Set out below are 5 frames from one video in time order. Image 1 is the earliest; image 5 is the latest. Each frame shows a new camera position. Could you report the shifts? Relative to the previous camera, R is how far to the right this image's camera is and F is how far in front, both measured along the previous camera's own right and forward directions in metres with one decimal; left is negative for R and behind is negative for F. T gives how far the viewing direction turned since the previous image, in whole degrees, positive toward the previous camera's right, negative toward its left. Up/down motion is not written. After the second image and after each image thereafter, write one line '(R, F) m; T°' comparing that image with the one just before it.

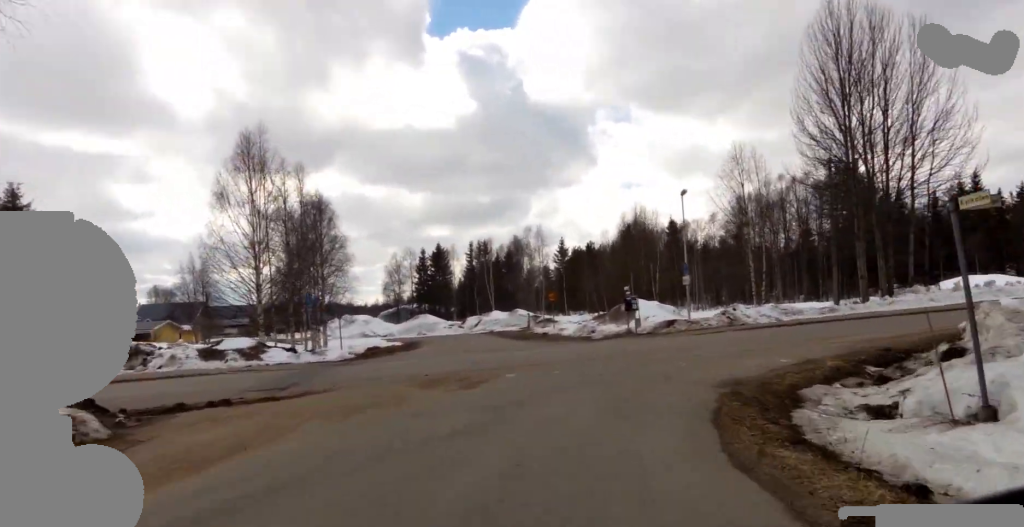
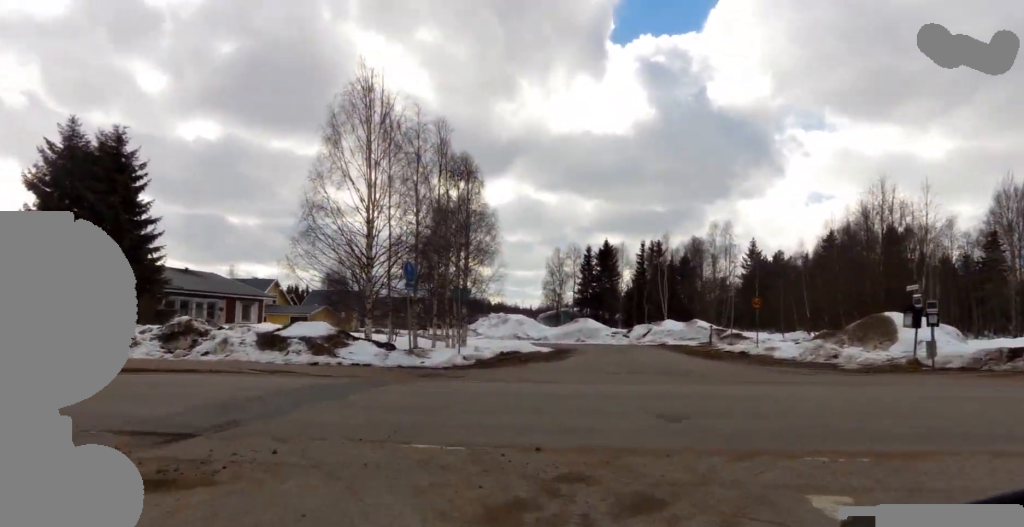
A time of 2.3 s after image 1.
(-3.2, +11.2) m; -37°
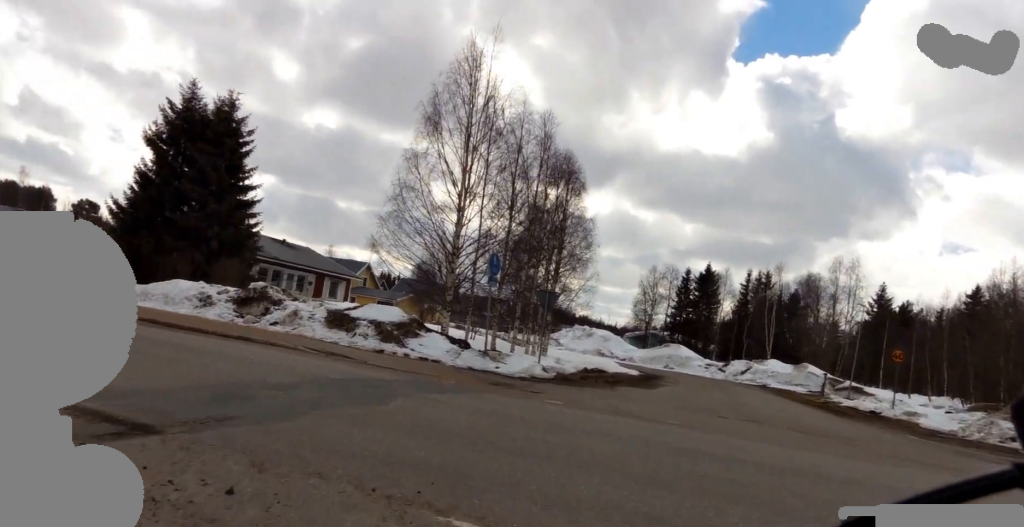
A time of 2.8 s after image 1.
(-0.3, +2.9) m; -11°
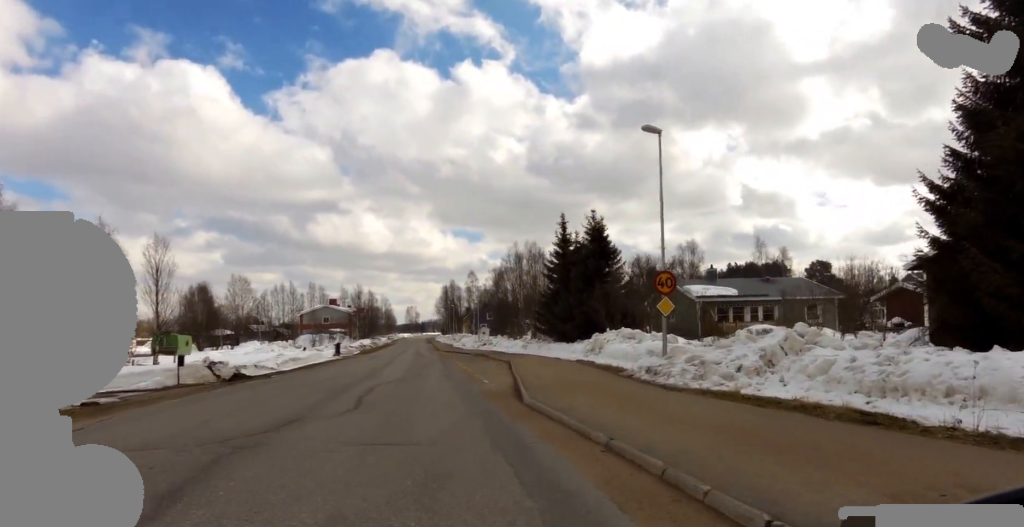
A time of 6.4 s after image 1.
(-11.0, +17.3) m; -55°
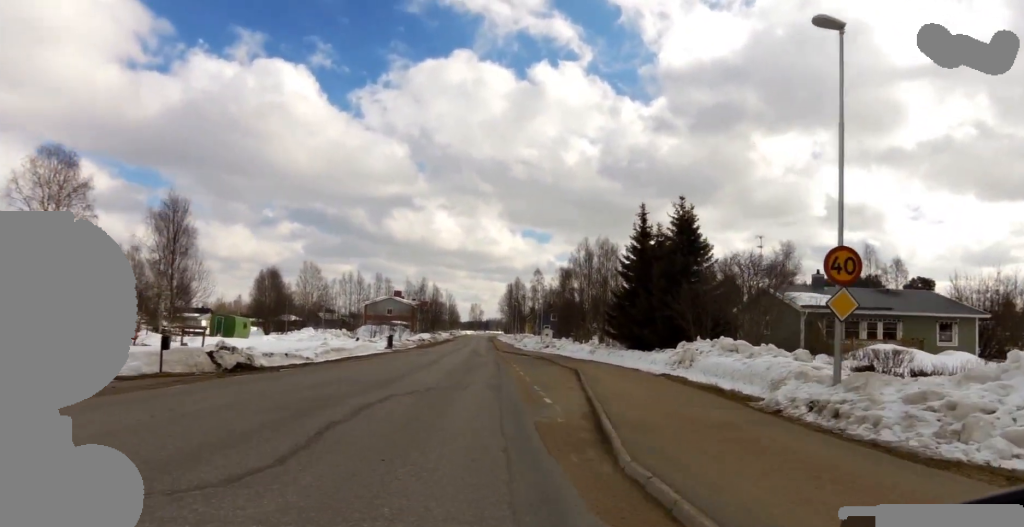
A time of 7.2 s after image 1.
(0.0, +6.3) m; +6°
